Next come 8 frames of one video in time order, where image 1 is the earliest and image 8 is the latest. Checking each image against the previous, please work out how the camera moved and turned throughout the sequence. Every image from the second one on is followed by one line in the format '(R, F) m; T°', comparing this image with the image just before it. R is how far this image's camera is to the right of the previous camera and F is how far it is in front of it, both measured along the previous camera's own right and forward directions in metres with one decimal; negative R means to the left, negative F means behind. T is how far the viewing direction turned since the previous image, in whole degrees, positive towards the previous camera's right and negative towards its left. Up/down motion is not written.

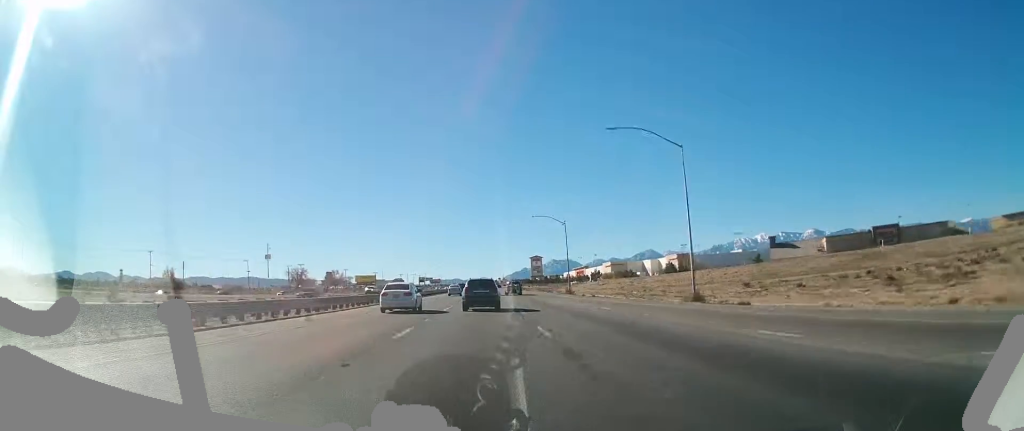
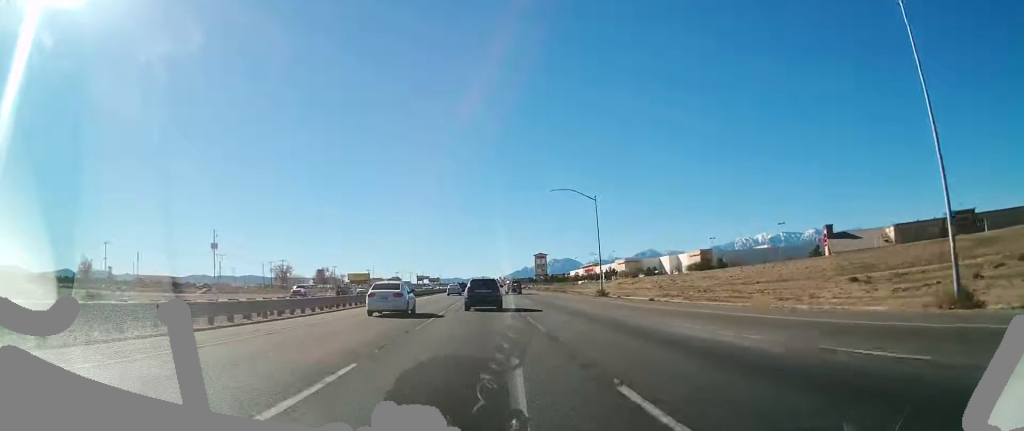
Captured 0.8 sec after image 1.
(0.0, +26.3) m; 0°
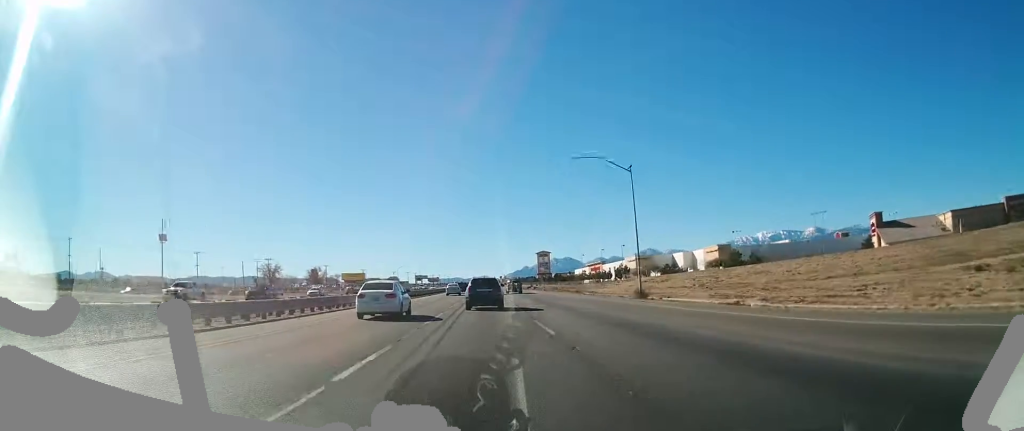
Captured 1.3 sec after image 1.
(+0.1, +17.6) m; 0°
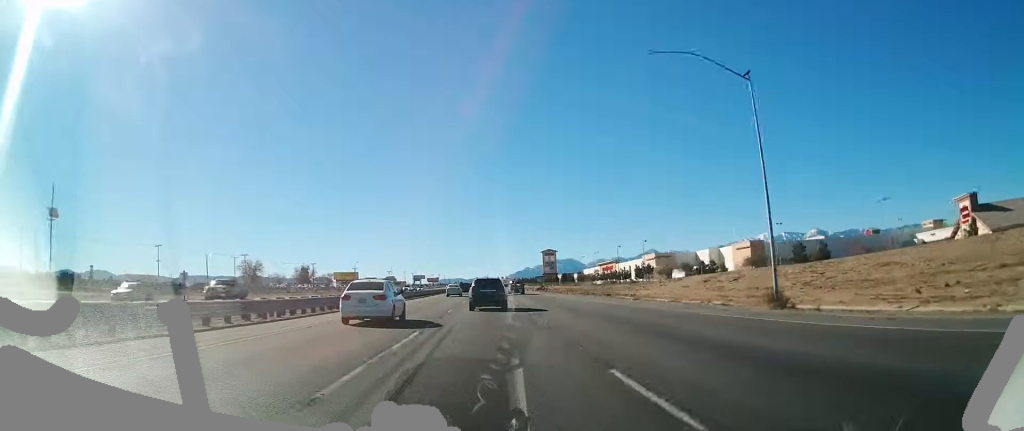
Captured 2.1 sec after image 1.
(-0.2, +25.3) m; 0°
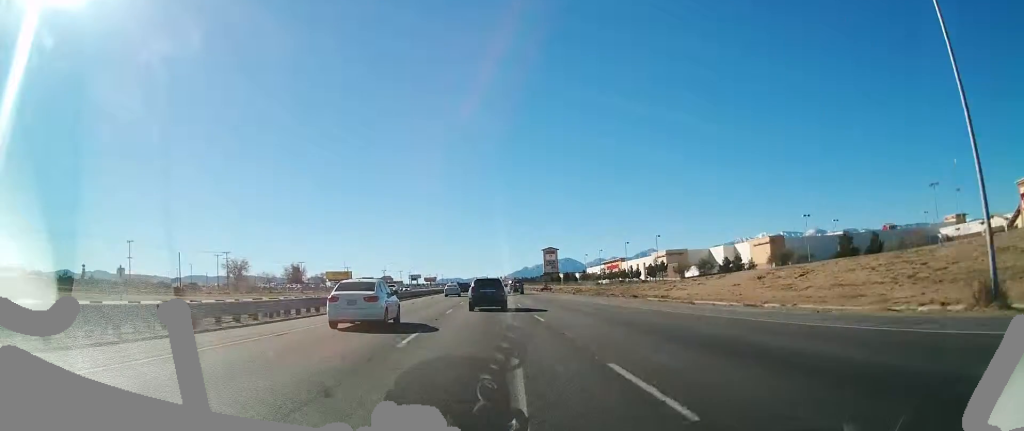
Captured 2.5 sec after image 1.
(-0.2, +14.3) m; 0°
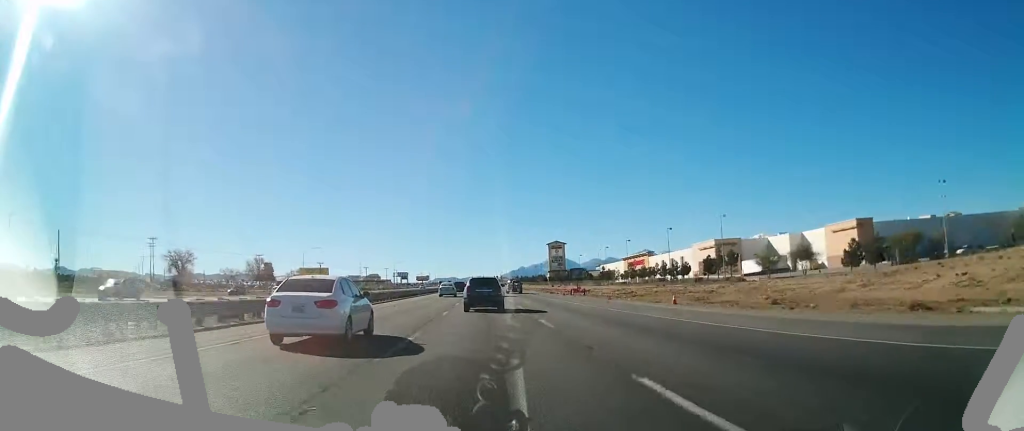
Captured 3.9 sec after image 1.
(+0.2, +45.3) m; 0°
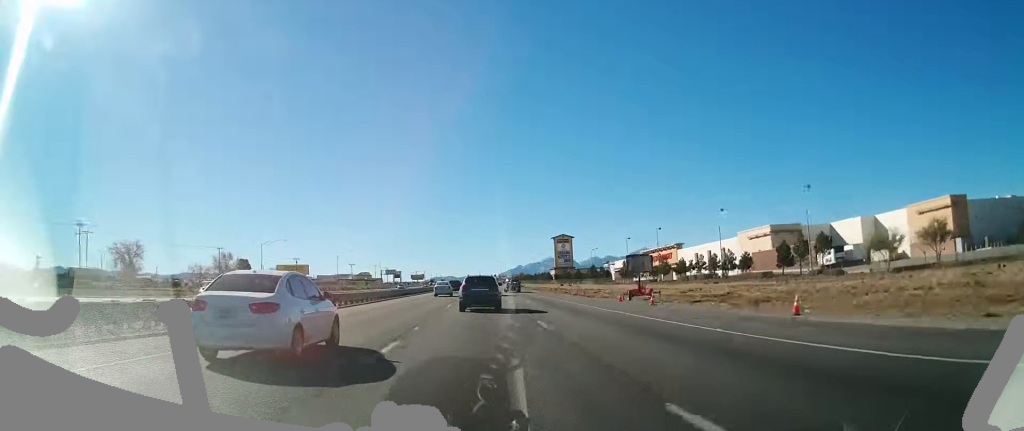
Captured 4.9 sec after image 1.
(-0.1, +32.1) m; 0°
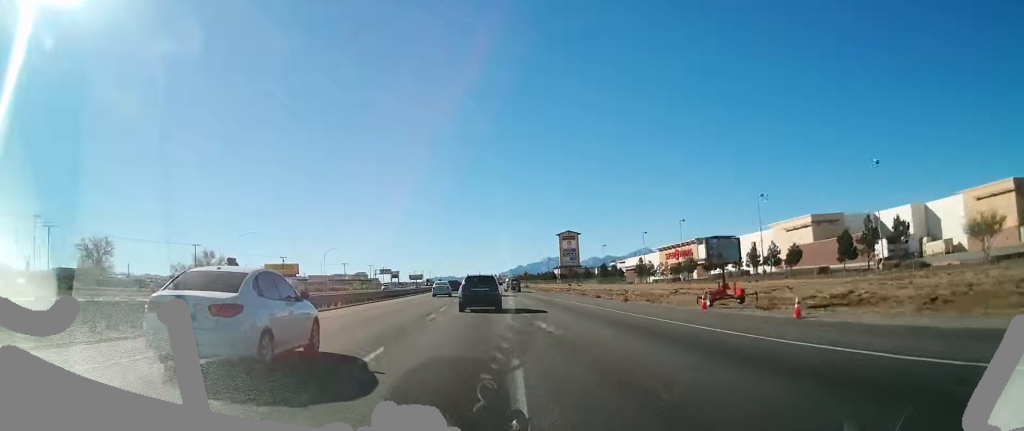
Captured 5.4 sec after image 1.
(+0.1, +16.5) m; 0°
